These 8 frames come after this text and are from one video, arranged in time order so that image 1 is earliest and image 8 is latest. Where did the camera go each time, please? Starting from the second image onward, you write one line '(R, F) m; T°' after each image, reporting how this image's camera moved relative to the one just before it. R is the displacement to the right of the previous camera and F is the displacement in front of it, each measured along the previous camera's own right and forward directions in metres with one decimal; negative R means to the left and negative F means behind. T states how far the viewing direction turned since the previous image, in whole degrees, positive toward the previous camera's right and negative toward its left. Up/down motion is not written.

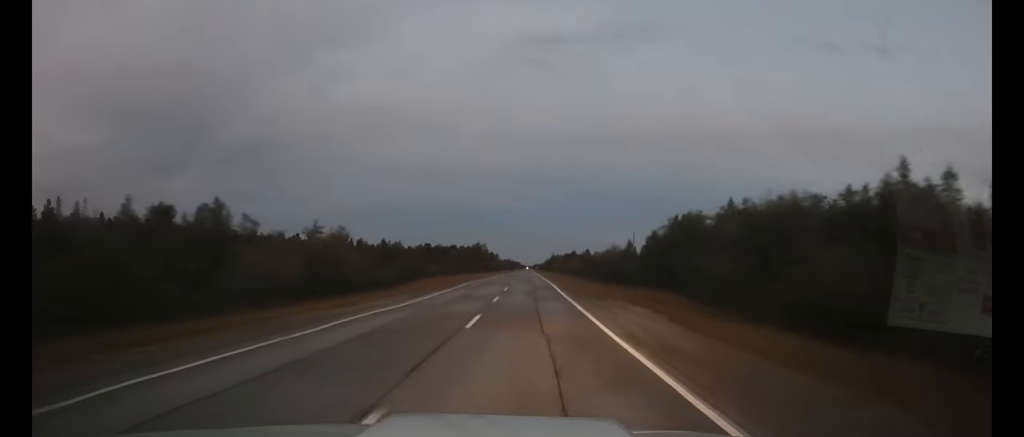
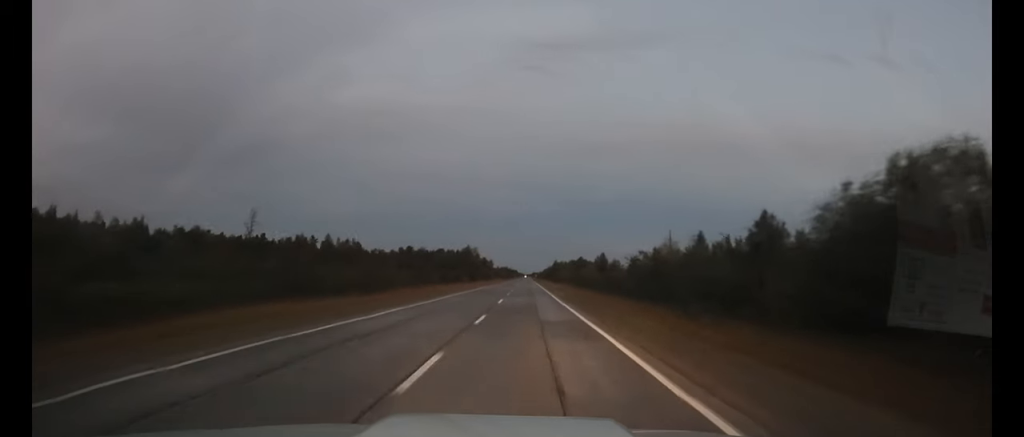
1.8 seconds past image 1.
(0.0, +42.4) m; 0°
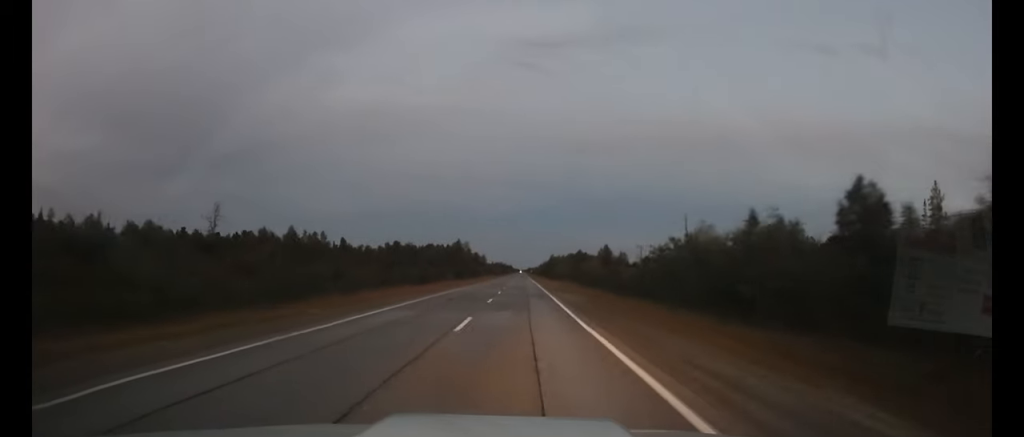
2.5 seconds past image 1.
(+0.1, +15.6) m; 0°
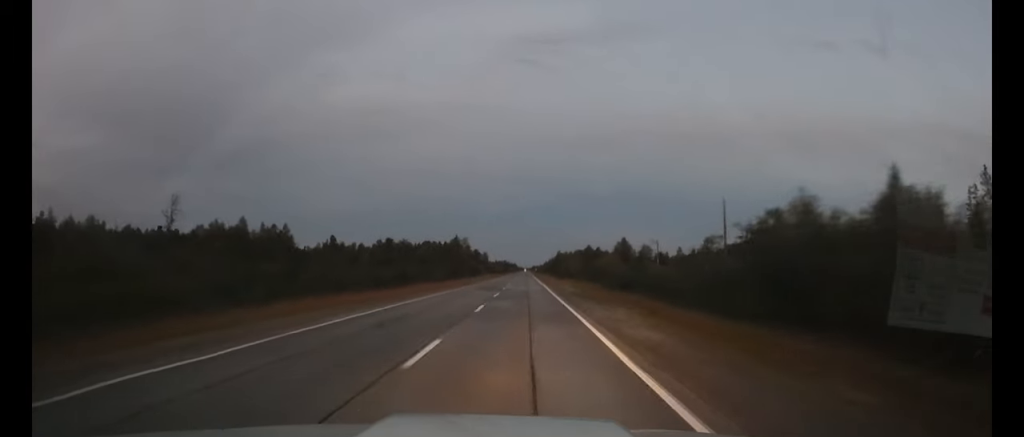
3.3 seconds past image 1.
(0.0, +18.7) m; 0°
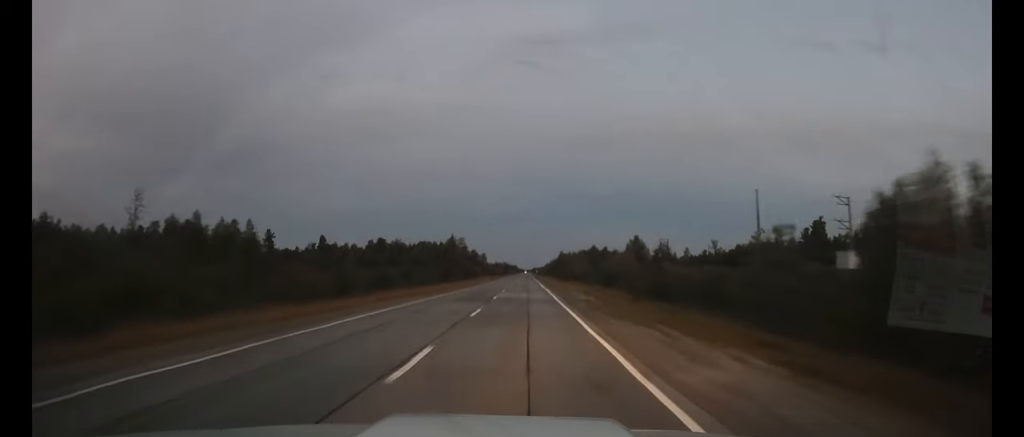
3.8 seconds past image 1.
(0.0, +12.4) m; 0°
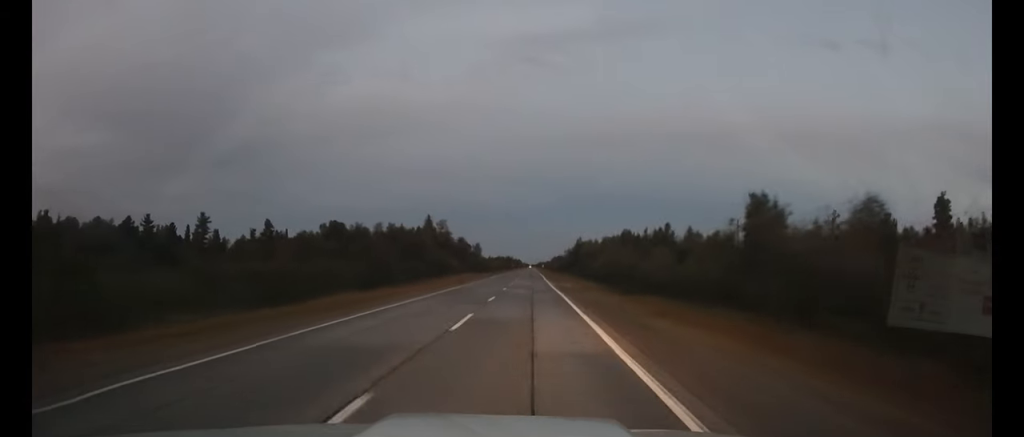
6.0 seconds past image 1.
(-0.3, +52.0) m; -1°
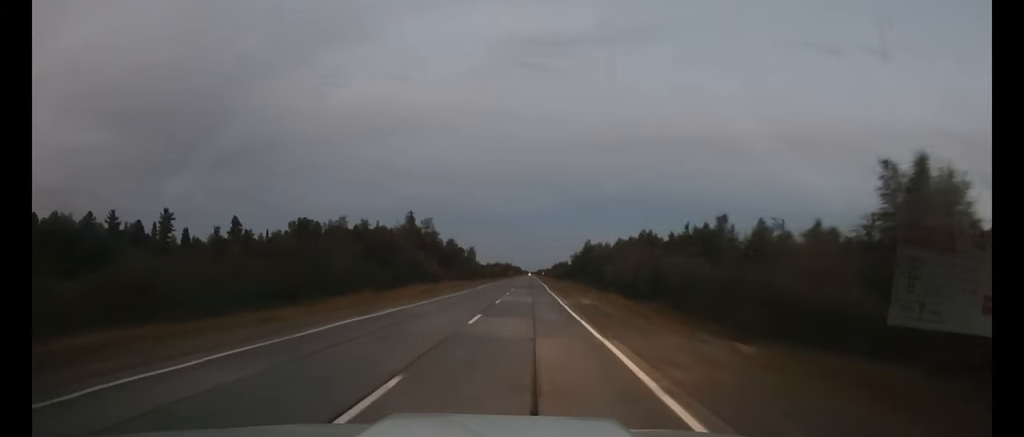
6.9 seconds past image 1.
(0.0, +20.8) m; 0°
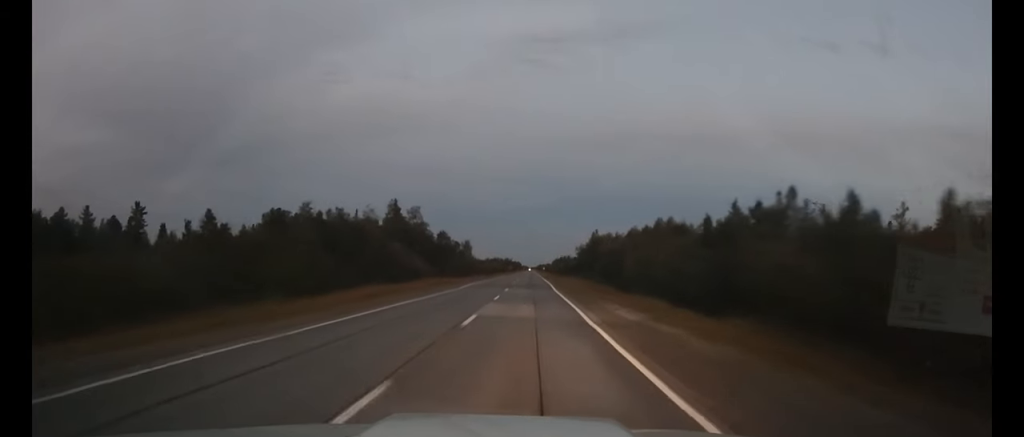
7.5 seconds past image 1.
(0.0, +13.7) m; 0°
